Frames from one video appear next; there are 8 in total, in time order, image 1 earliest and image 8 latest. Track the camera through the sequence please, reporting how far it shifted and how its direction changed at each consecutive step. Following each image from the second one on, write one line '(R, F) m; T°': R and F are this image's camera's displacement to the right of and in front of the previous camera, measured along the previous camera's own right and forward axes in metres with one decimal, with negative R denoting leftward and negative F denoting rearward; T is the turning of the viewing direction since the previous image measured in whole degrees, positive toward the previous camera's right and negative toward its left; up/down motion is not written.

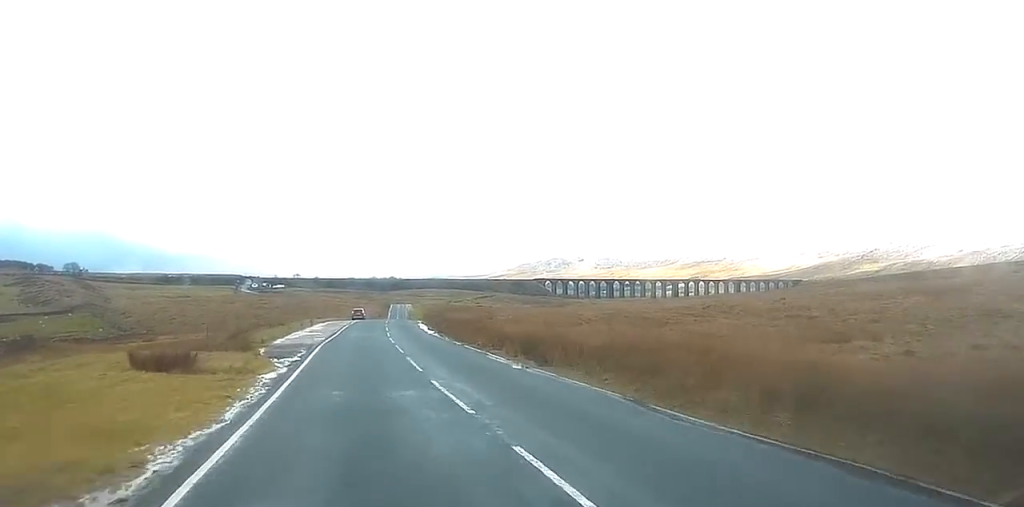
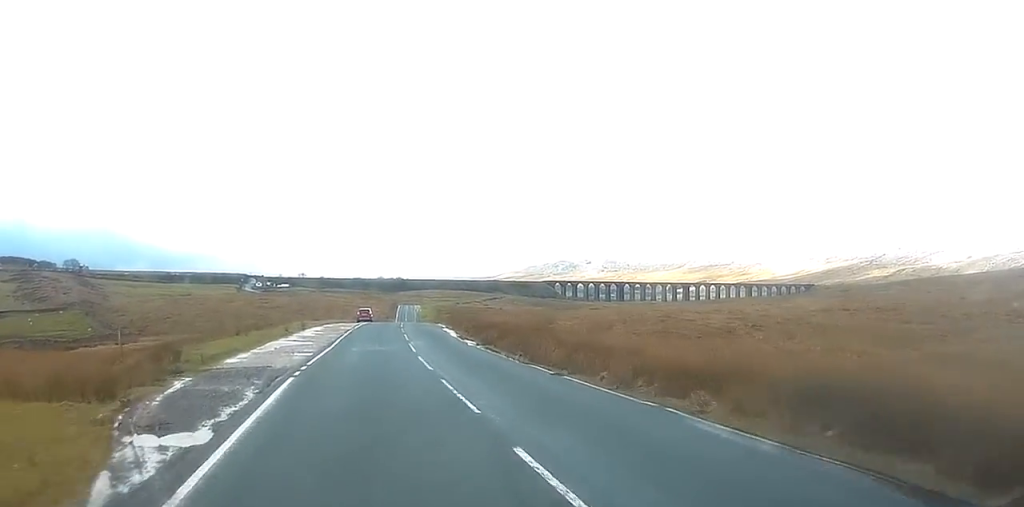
(0.0, +18.2) m; 0°
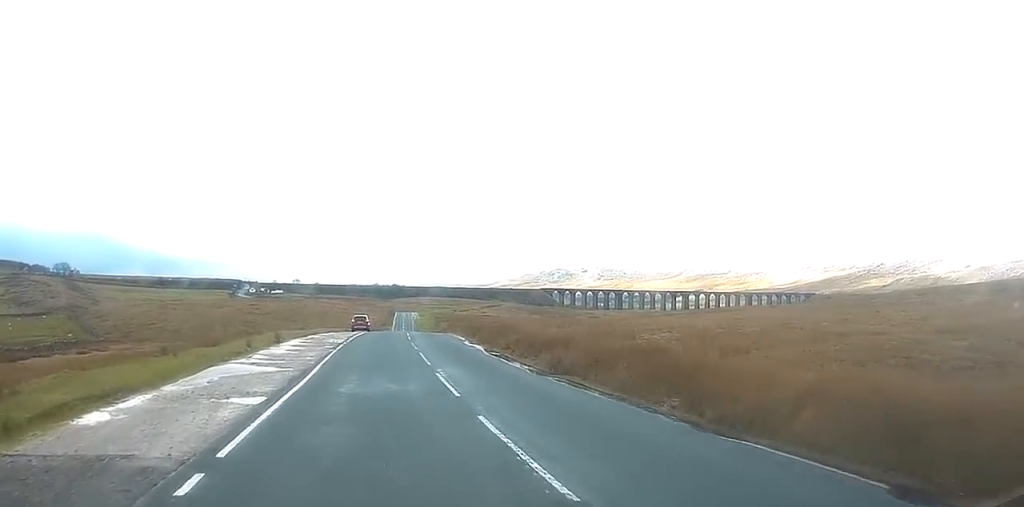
(-0.3, +14.8) m; 0°
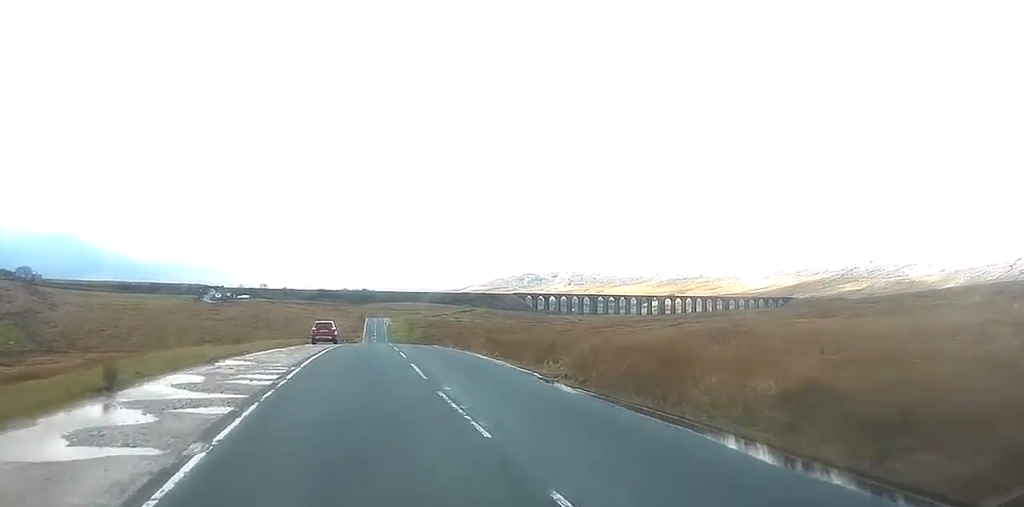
(+0.4, +24.8) m; +2°
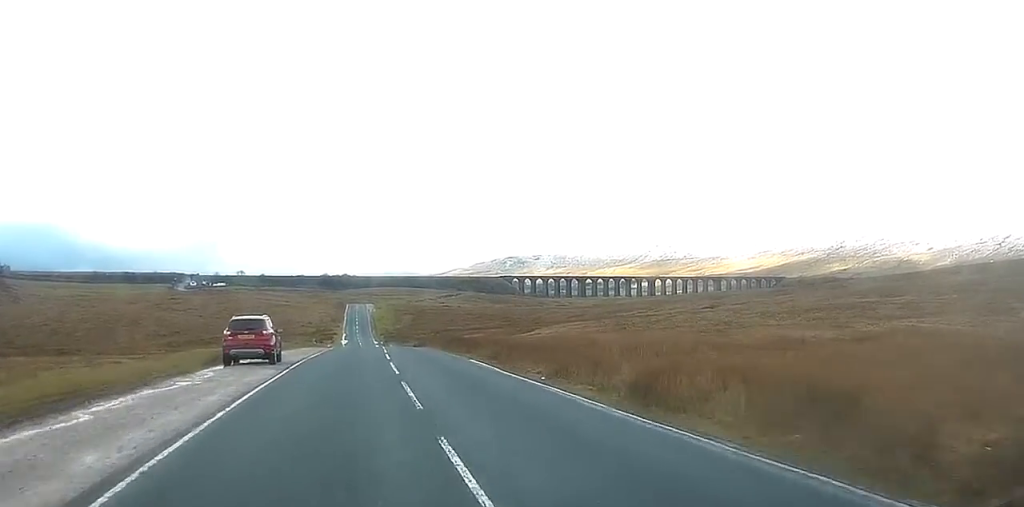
(+0.6, +34.6) m; +1°
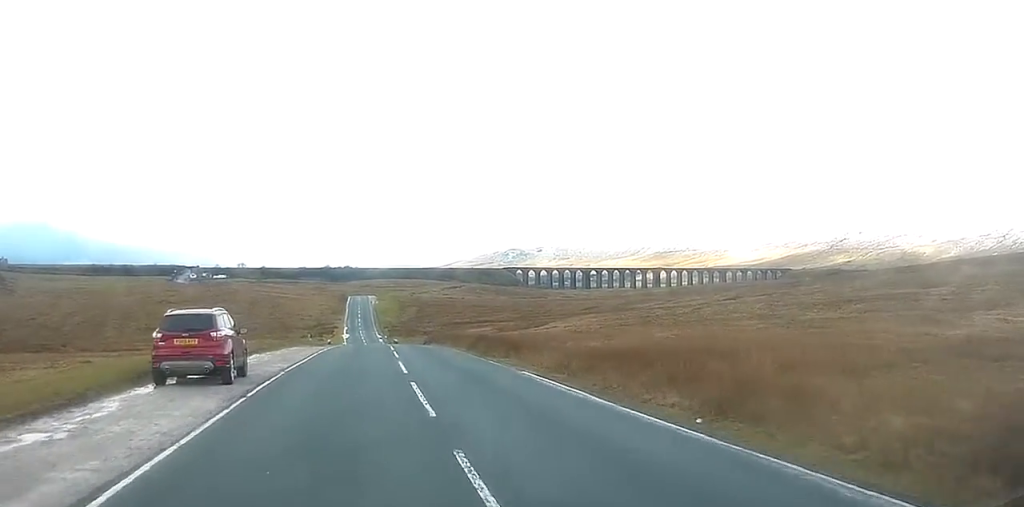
(0.0, +11.3) m; 0°
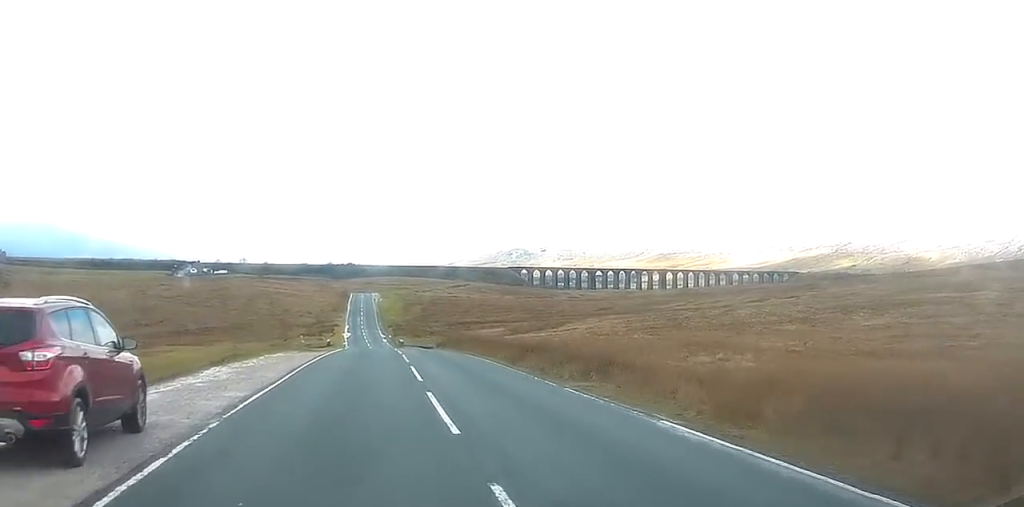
(+0.1, +12.0) m; 0°
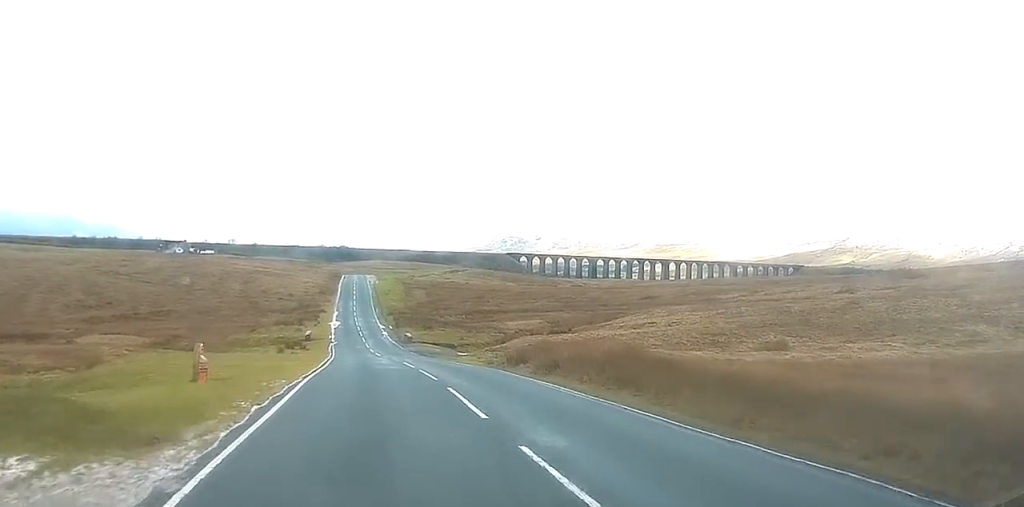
(-0.3, +39.3) m; 0°
